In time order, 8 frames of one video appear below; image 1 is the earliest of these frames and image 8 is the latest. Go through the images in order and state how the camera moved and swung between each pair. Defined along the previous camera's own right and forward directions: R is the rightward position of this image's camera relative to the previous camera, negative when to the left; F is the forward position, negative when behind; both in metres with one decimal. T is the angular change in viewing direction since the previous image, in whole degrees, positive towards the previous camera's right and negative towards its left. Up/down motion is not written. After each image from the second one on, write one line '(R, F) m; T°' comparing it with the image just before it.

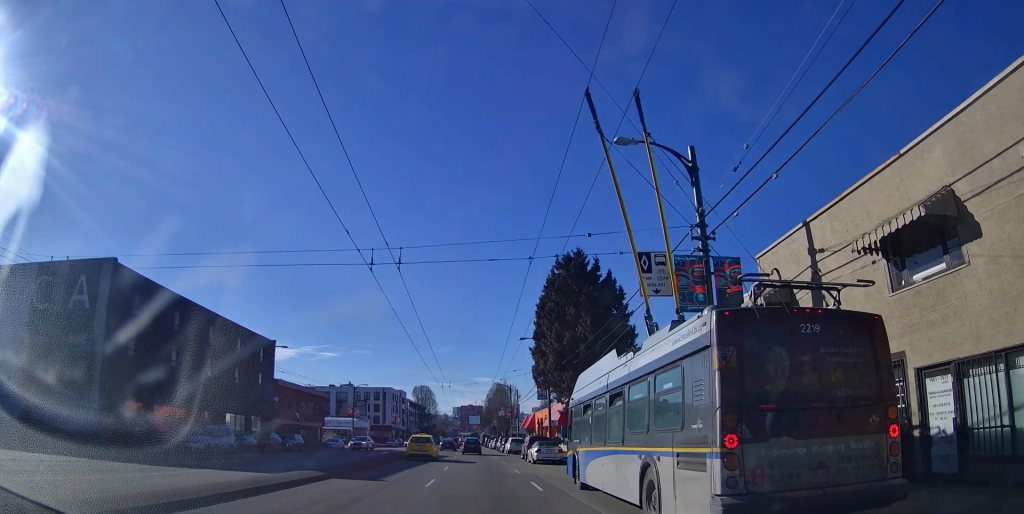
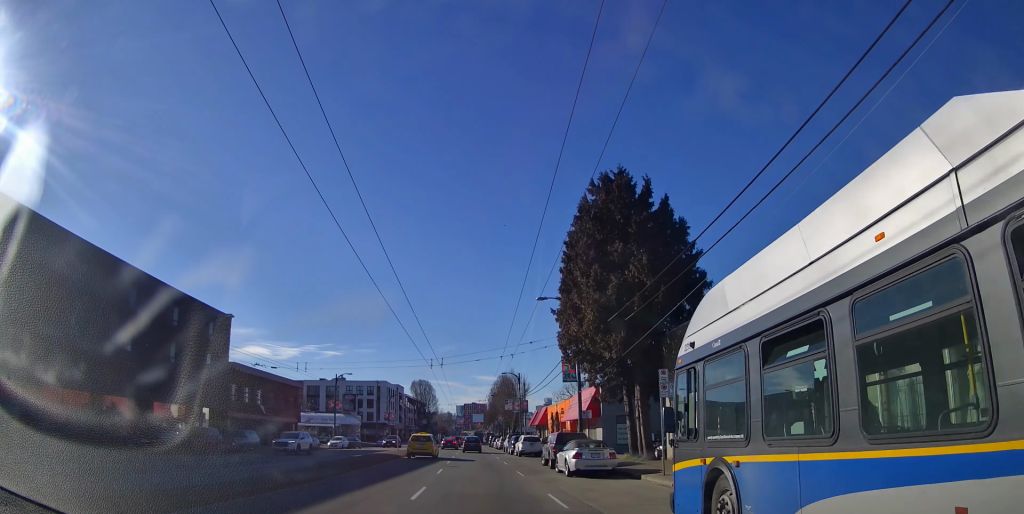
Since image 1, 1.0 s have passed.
(+0.4, +11.9) m; +1°
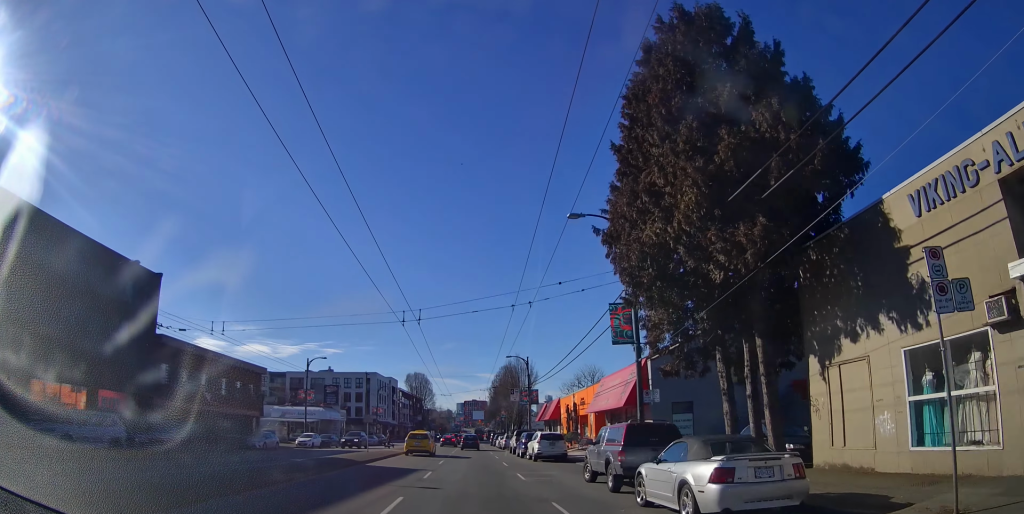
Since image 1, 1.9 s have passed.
(-0.2, +12.0) m; -2°
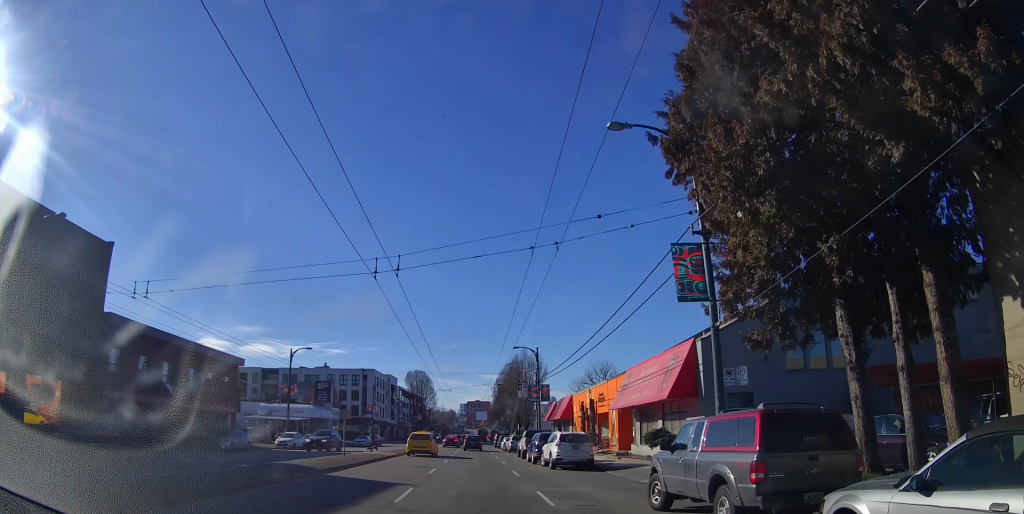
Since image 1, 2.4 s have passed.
(-0.1, +6.6) m; -1°
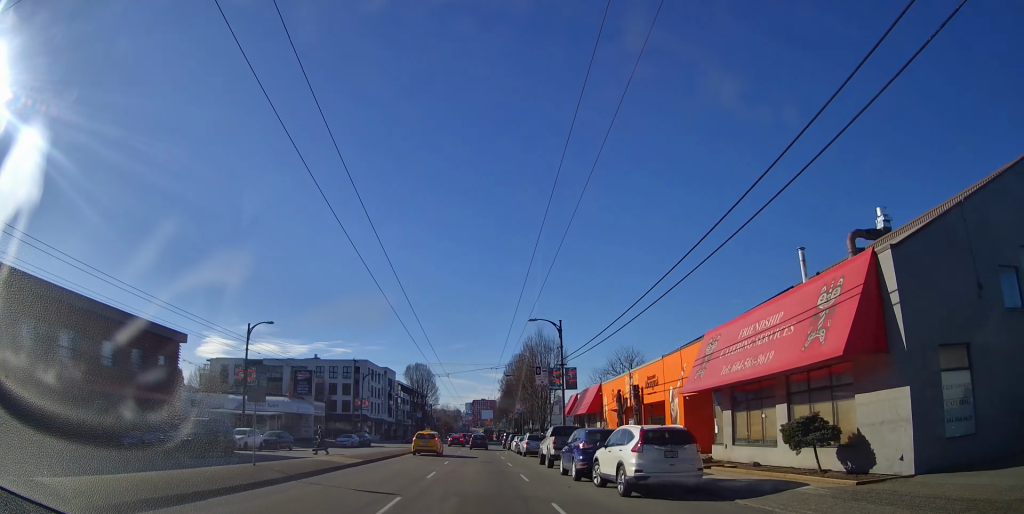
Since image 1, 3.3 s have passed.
(0.0, +11.9) m; 0°
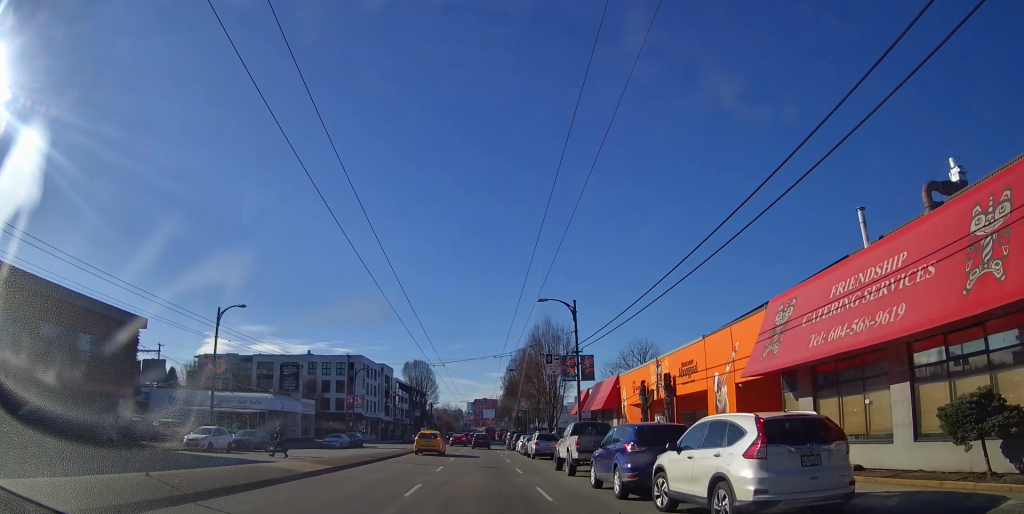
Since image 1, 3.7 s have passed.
(0.0, +5.6) m; +1°
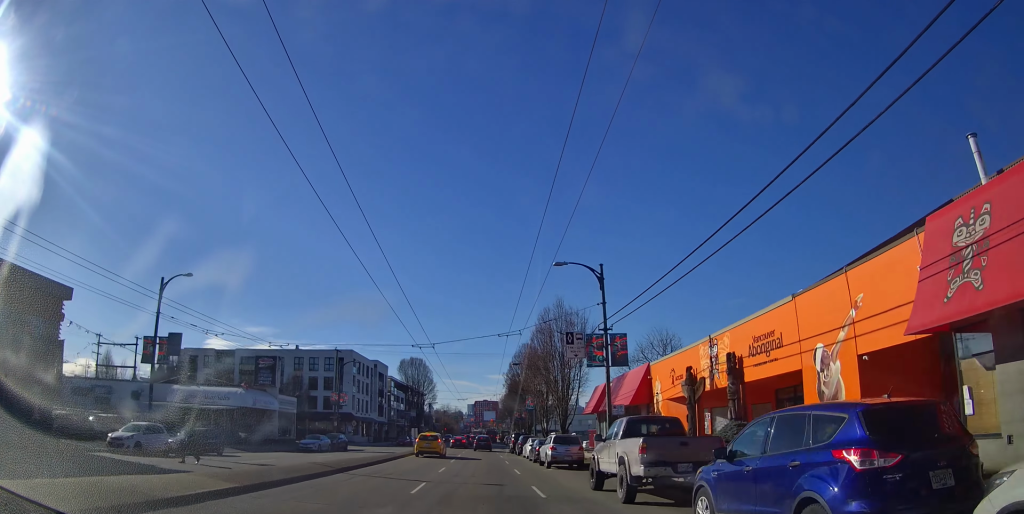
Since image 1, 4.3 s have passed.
(-0.1, +7.8) m; +1°
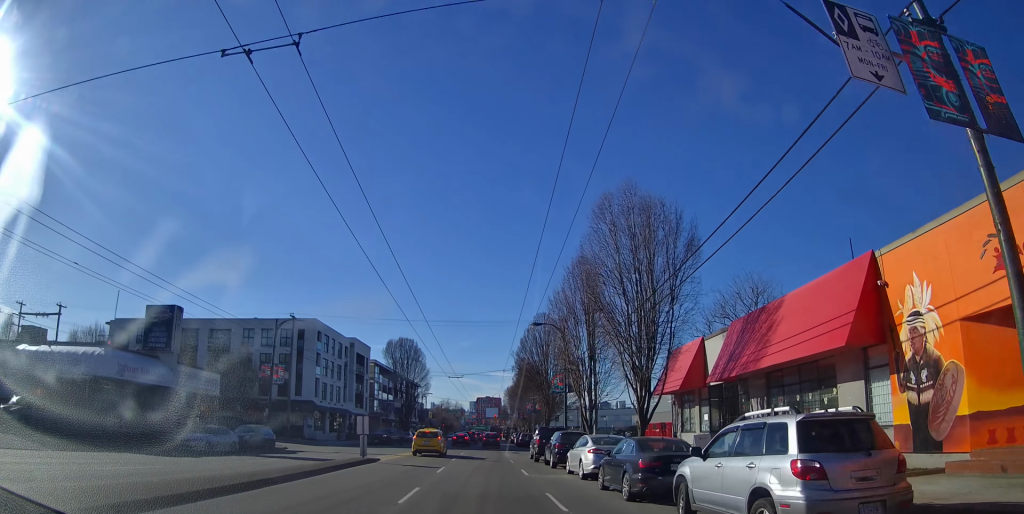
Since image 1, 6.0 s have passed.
(+0.1, +21.1) m; -2°
